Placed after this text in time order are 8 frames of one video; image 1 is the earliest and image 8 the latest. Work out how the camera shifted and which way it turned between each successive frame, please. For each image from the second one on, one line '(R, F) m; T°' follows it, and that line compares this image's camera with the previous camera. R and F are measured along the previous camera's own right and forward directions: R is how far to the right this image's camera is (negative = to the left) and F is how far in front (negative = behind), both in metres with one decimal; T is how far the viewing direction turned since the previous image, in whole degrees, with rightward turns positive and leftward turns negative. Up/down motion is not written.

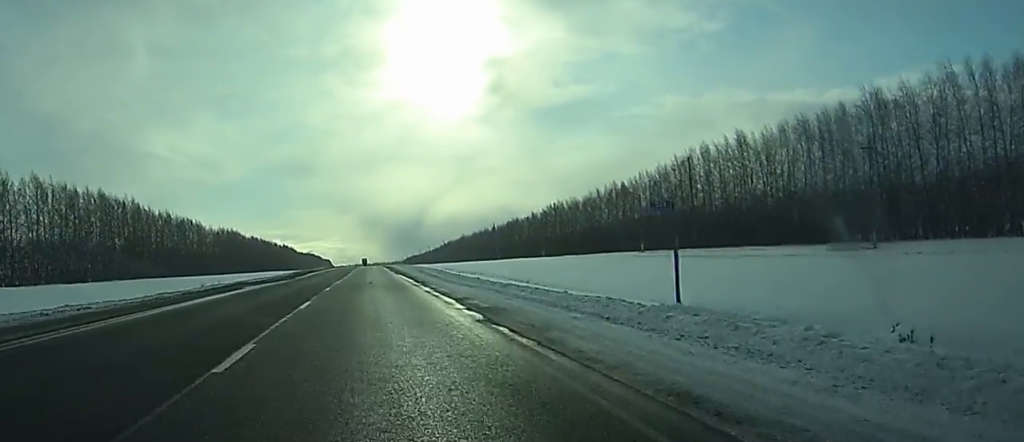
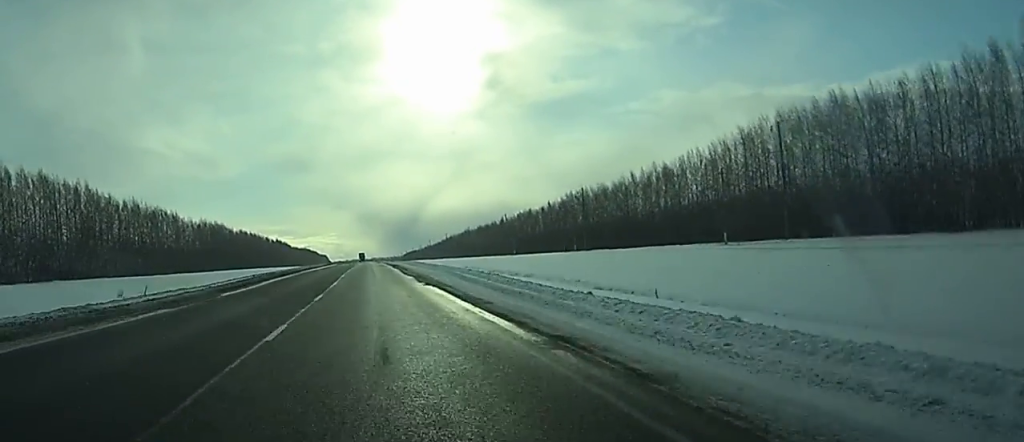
(+0.2, +32.1) m; 0°
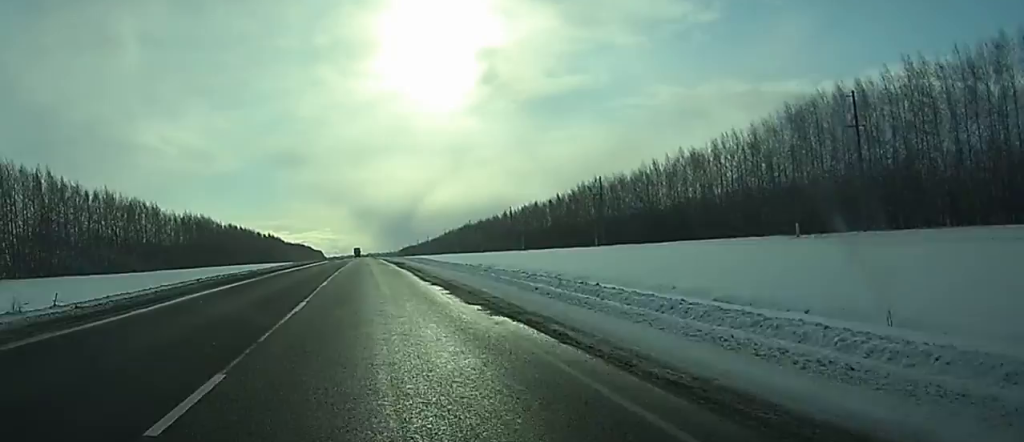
(-0.1, +18.8) m; 0°
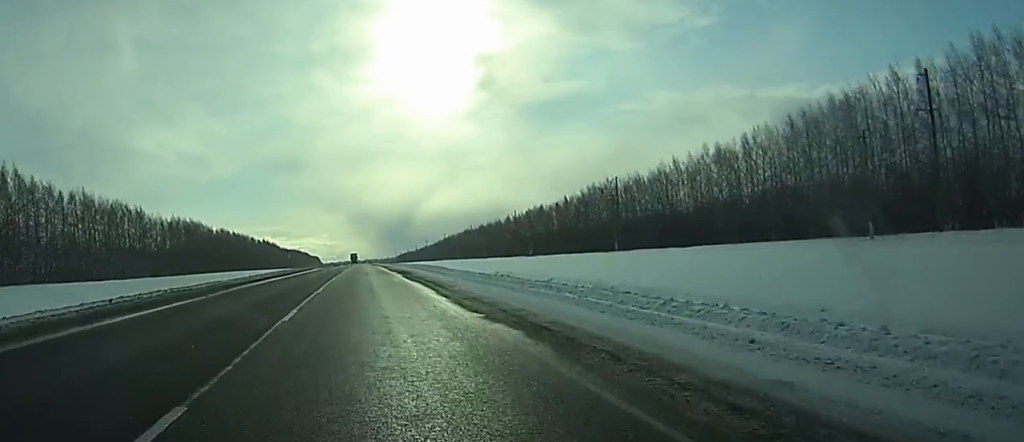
(0.0, +13.7) m; 0°
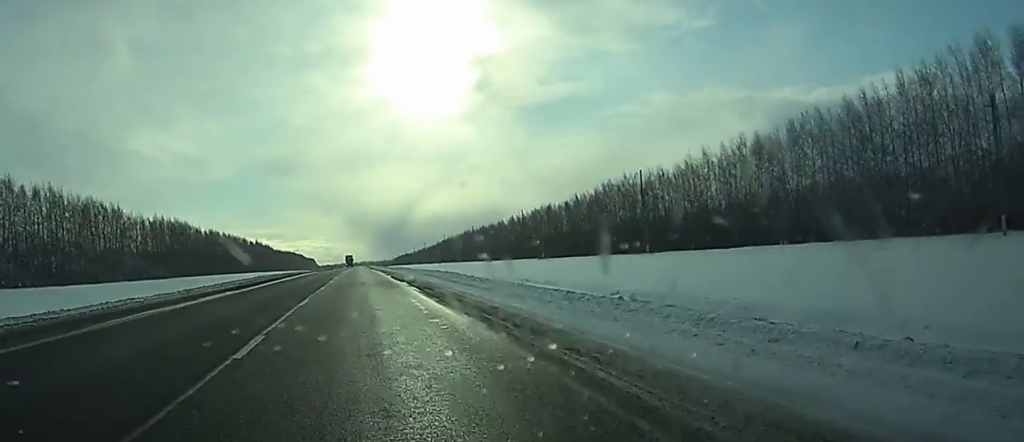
(0.0, +17.2) m; 0°
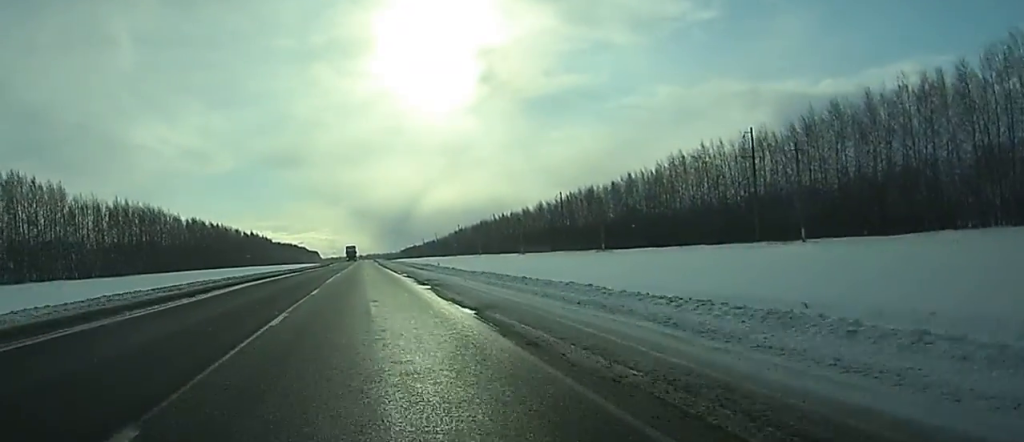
(+0.2, +43.3) m; 0°
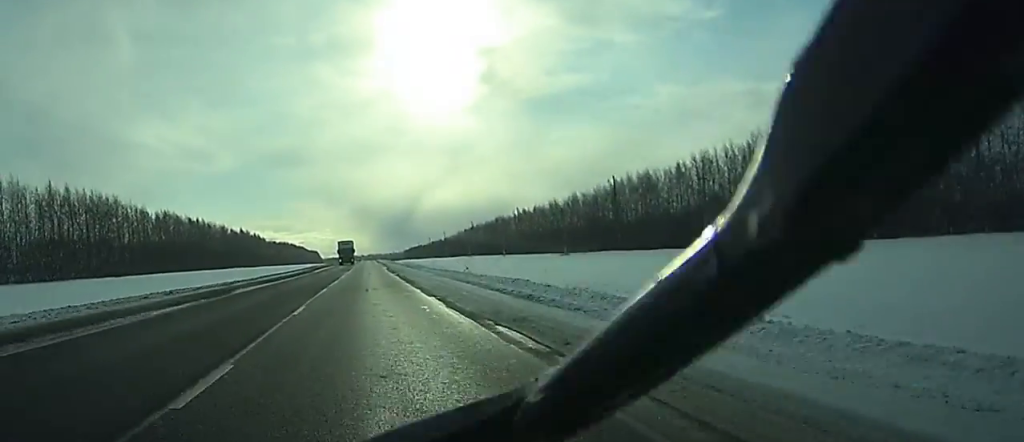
(-0.3, +43.9) m; -1°
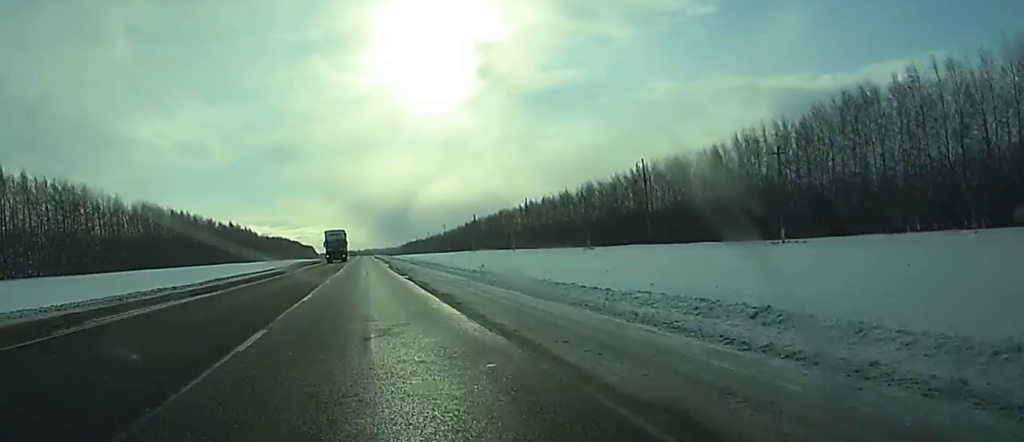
(0.0, +20.6) m; -1°
